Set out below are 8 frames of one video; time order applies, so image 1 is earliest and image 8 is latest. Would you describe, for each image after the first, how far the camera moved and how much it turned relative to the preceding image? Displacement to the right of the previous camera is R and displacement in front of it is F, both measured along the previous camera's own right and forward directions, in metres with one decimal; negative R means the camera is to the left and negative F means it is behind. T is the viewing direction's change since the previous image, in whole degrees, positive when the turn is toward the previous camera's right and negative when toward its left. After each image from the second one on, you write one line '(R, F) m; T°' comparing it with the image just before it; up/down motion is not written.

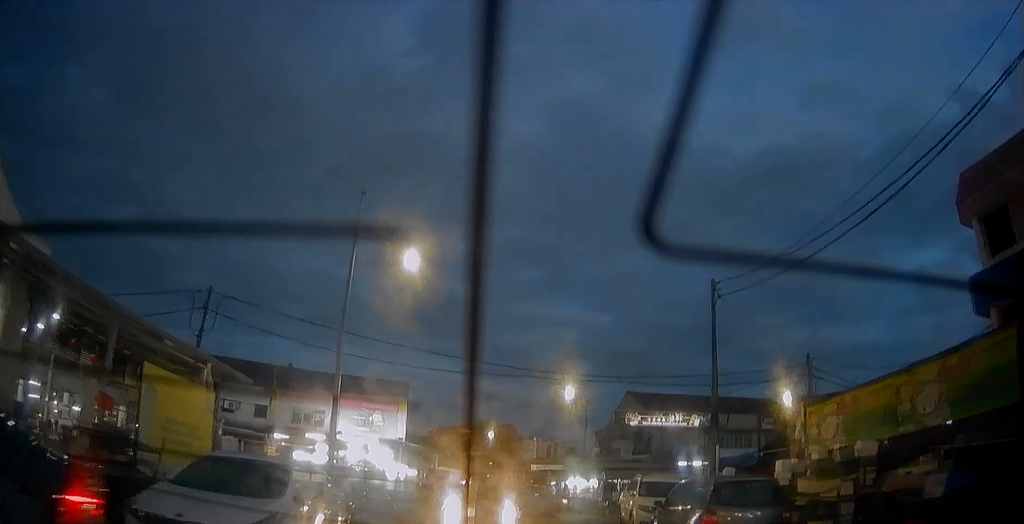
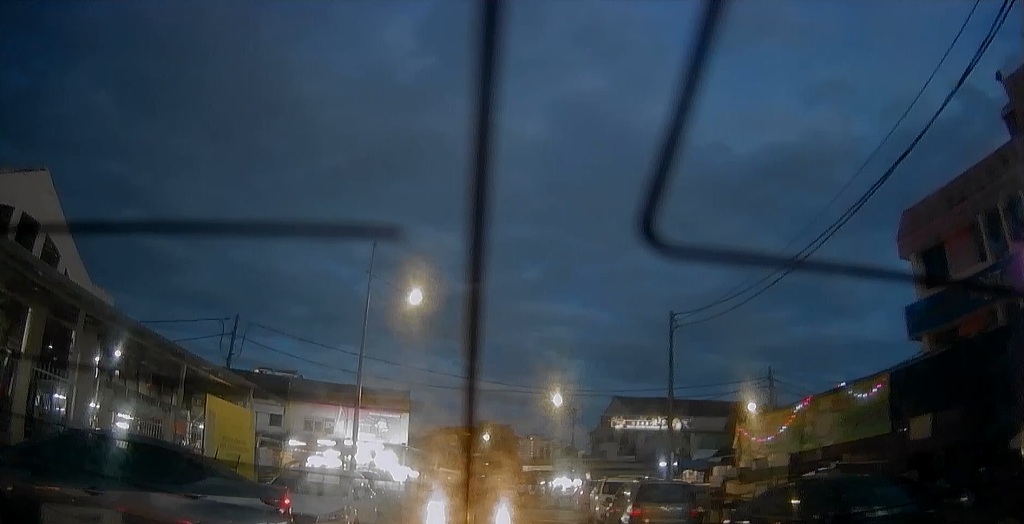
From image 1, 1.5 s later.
(0.0, +3.9) m; +2°
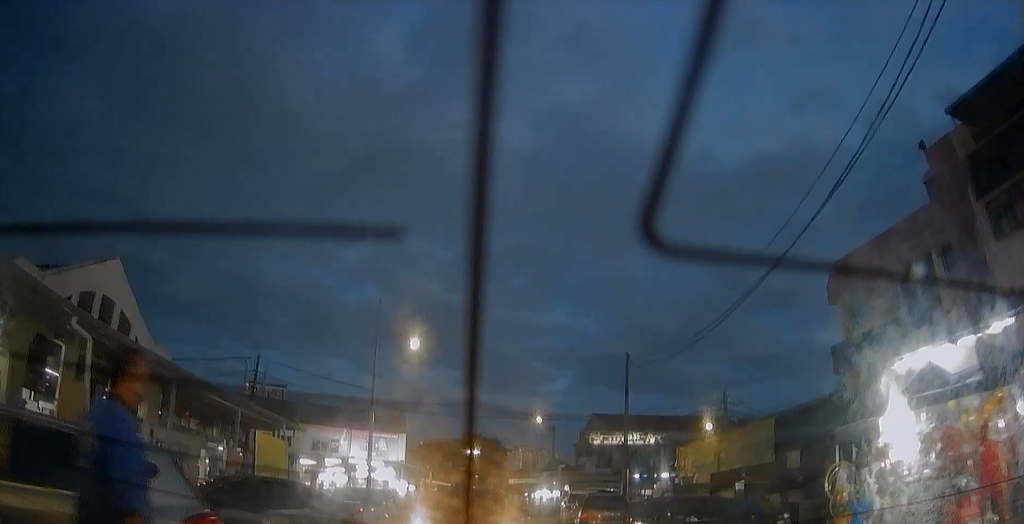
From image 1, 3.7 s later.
(0.0, +4.8) m; -2°
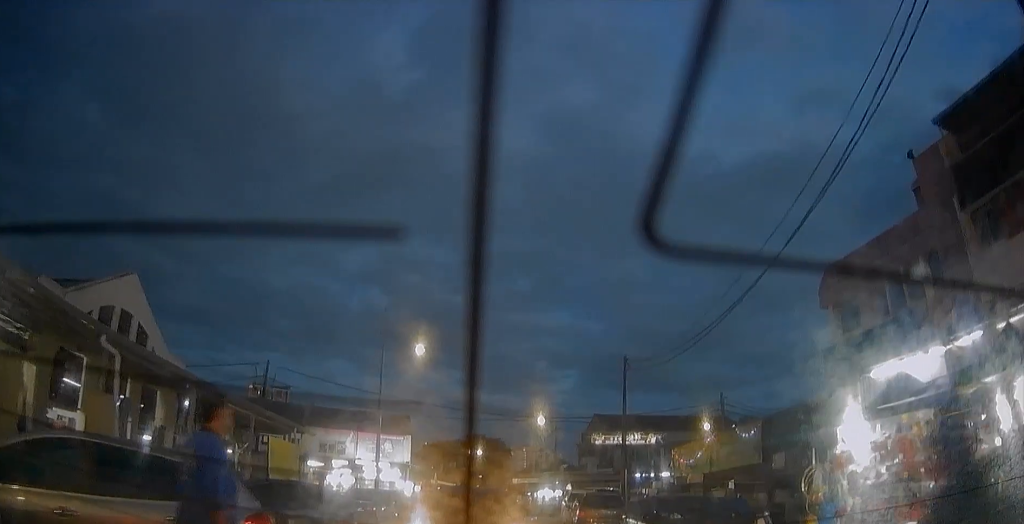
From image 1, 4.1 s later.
(0.0, +0.8) m; 0°
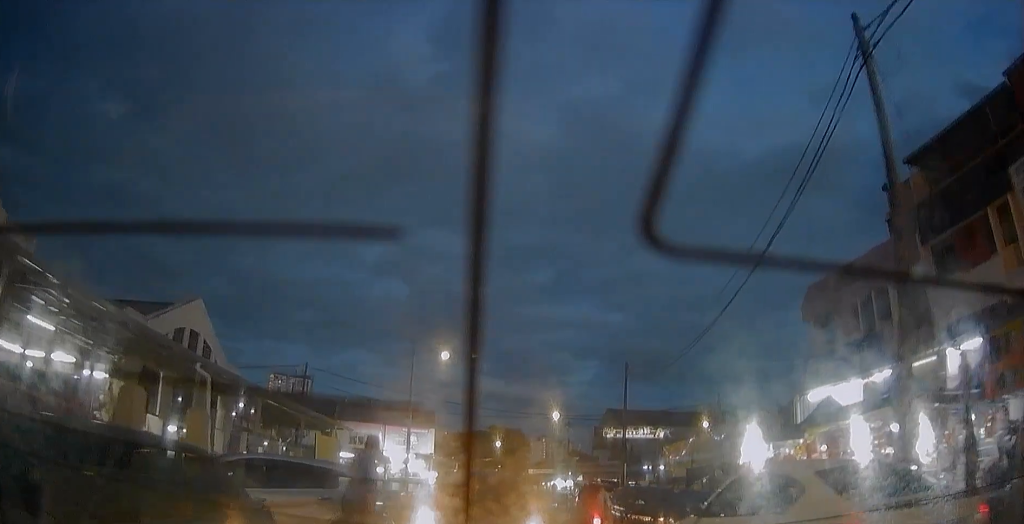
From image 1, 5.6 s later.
(0.0, +3.5) m; 0°
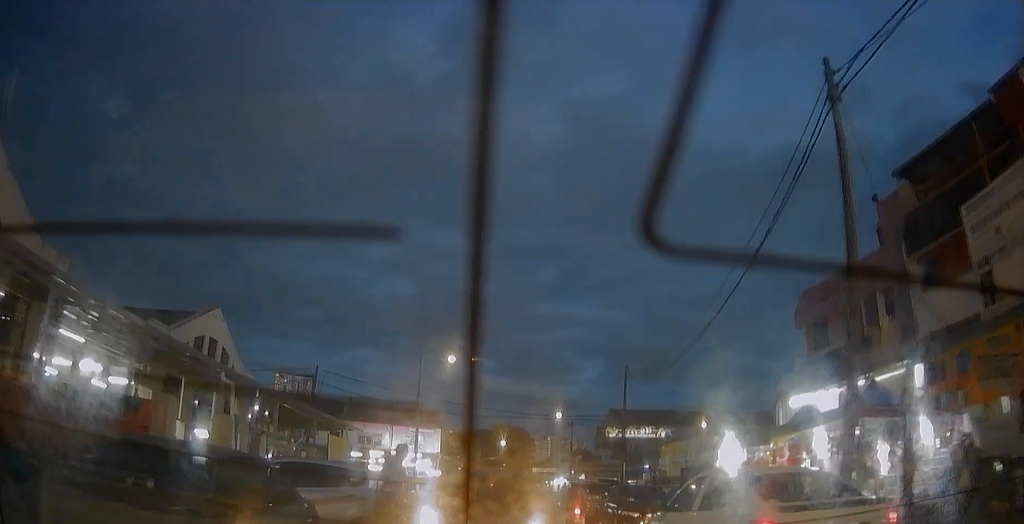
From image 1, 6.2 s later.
(0.0, +1.2) m; -1°
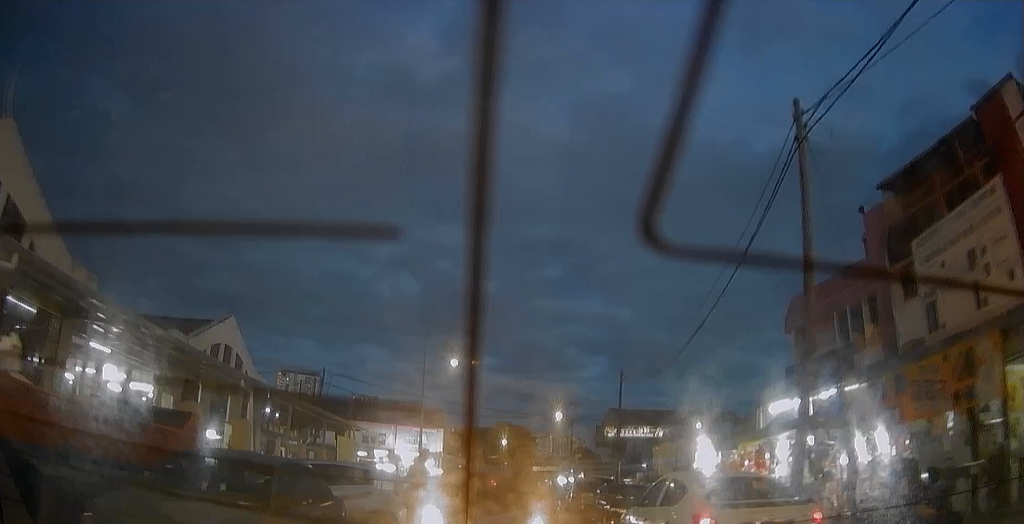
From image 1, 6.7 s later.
(0.0, +1.2) m; -1°
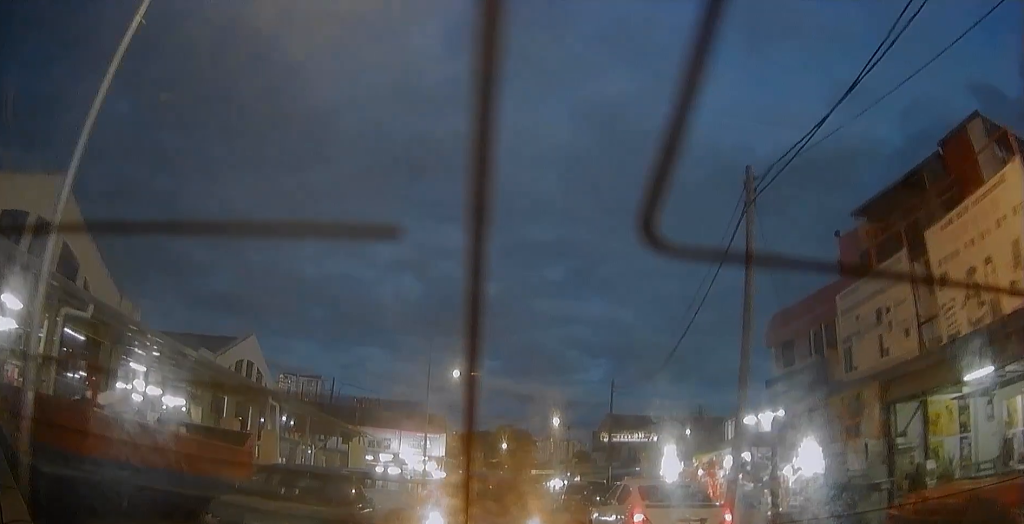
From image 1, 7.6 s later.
(0.0, +2.2) m; 0°
